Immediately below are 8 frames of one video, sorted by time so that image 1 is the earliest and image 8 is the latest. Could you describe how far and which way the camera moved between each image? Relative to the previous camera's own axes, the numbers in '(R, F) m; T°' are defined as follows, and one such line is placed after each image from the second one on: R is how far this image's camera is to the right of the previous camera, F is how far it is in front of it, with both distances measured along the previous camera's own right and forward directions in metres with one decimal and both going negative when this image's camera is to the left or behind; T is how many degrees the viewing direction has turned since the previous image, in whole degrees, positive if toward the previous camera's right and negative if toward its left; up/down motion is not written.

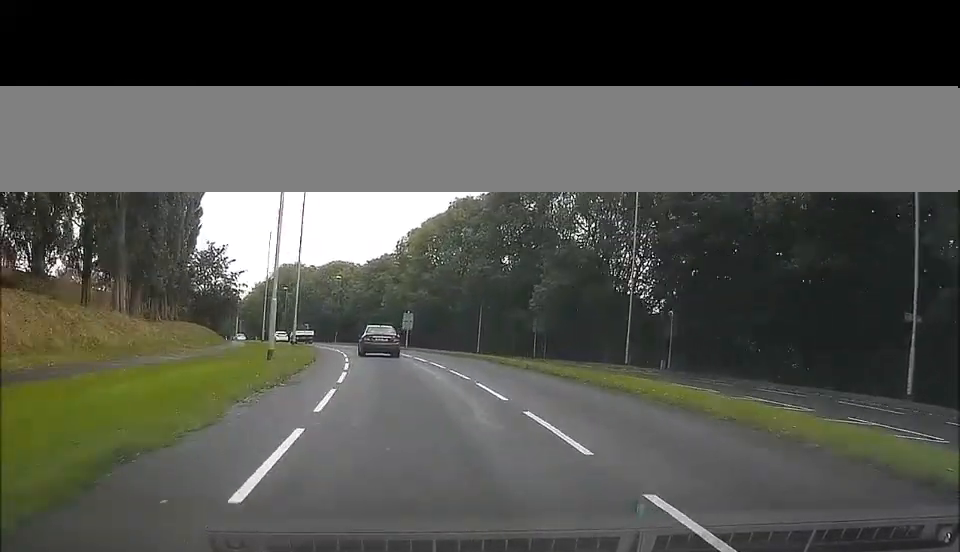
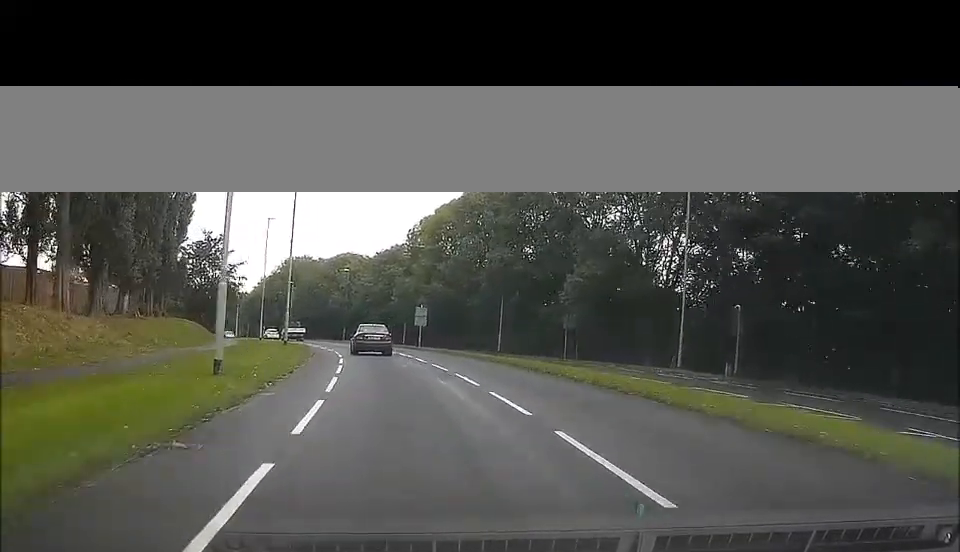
(0.0, +8.6) m; 0°
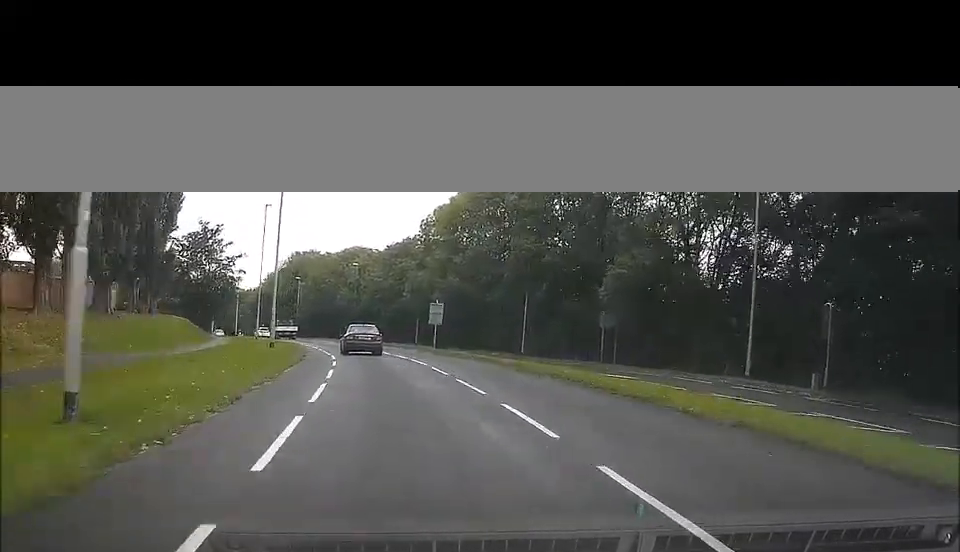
(0.0, +8.2) m; -2°
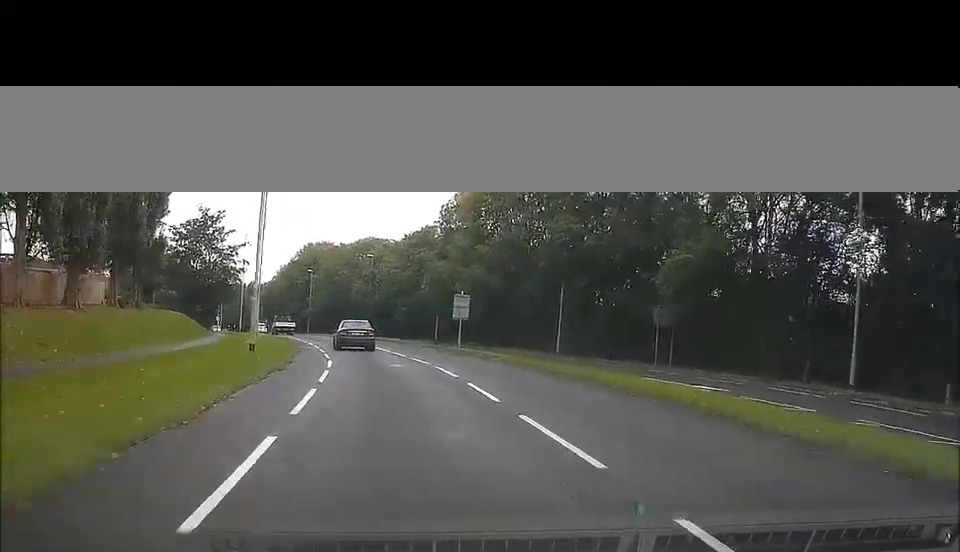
(0.0, +8.2) m; -2°
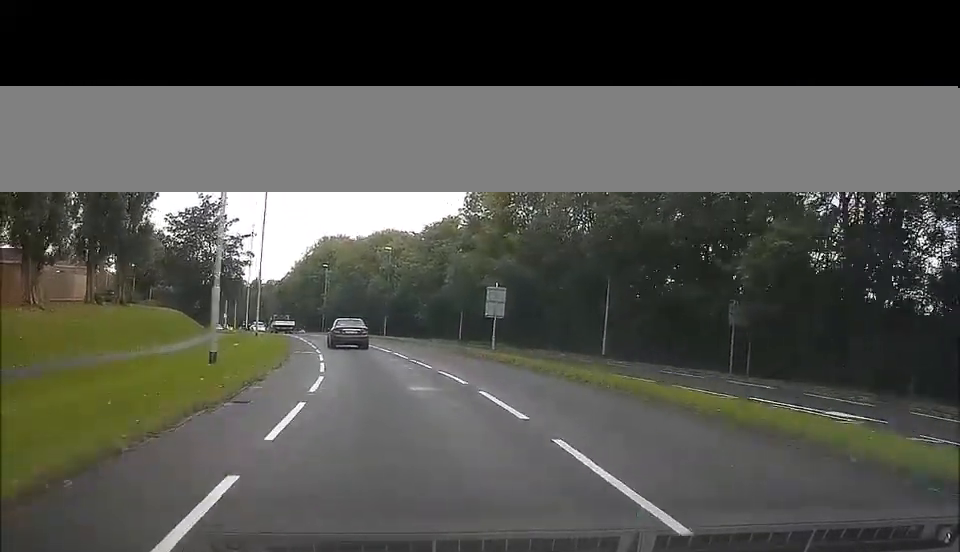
(-0.4, +8.3) m; -2°
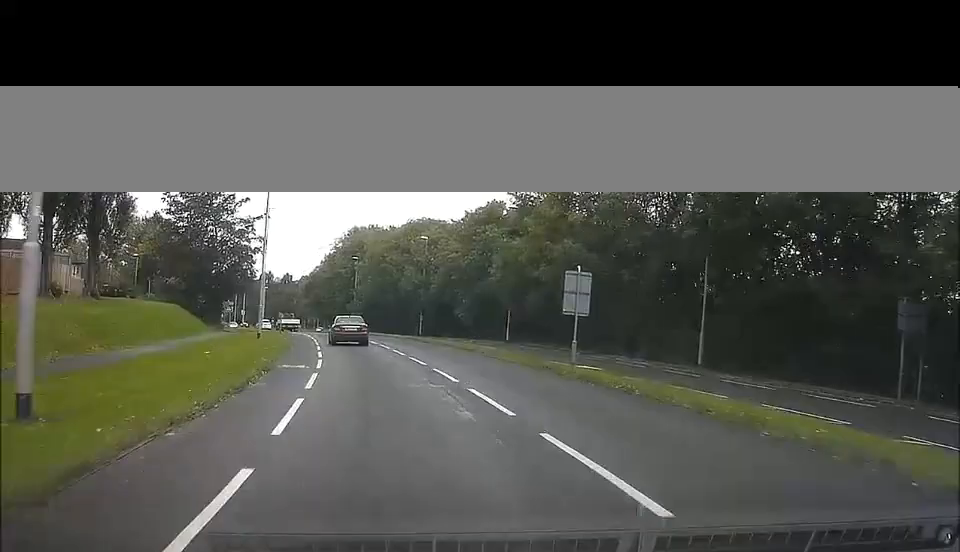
(0.0, +11.5) m; -3°
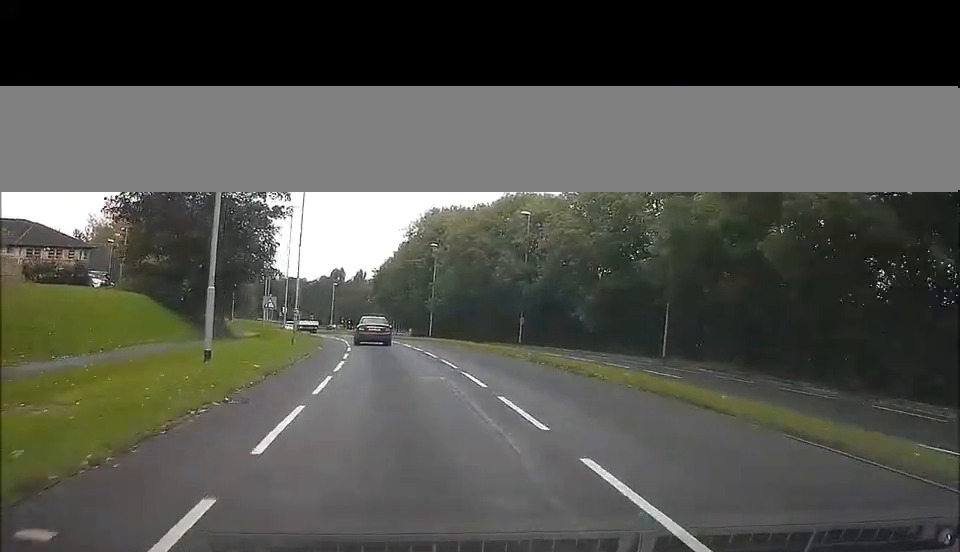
(-1.4, +25.1) m; -5°
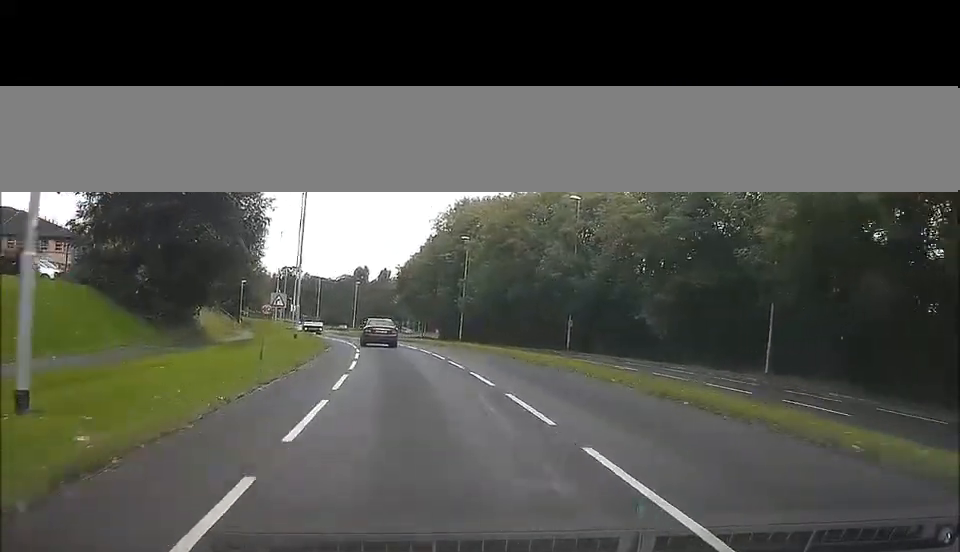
(+0.1, +11.2) m; 0°
